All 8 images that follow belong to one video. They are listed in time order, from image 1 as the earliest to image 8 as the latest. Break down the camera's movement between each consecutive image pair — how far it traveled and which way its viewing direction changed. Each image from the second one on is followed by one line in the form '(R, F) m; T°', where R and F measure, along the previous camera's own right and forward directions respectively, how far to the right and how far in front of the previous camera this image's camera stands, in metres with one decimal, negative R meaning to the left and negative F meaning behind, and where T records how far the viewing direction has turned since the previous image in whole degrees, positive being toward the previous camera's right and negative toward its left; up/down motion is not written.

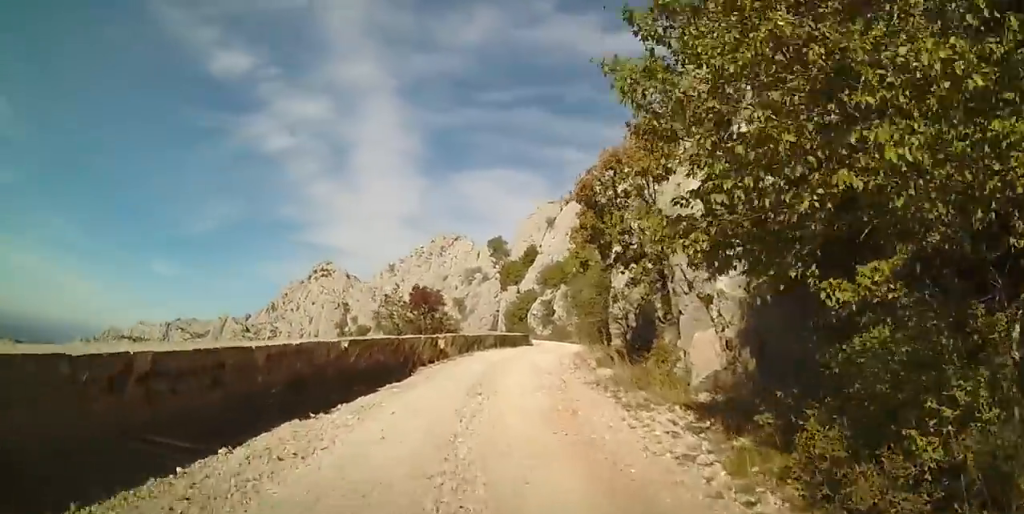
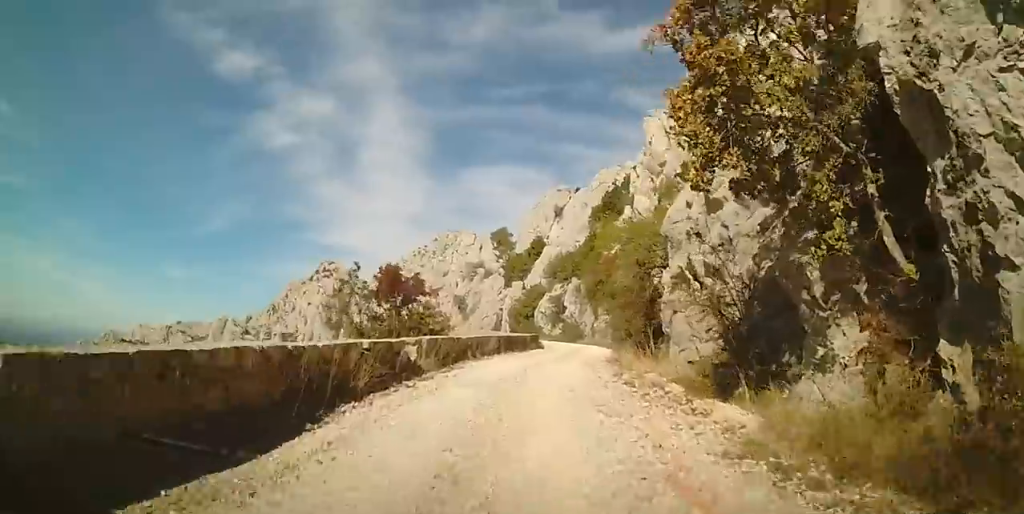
(0.0, +8.2) m; 0°
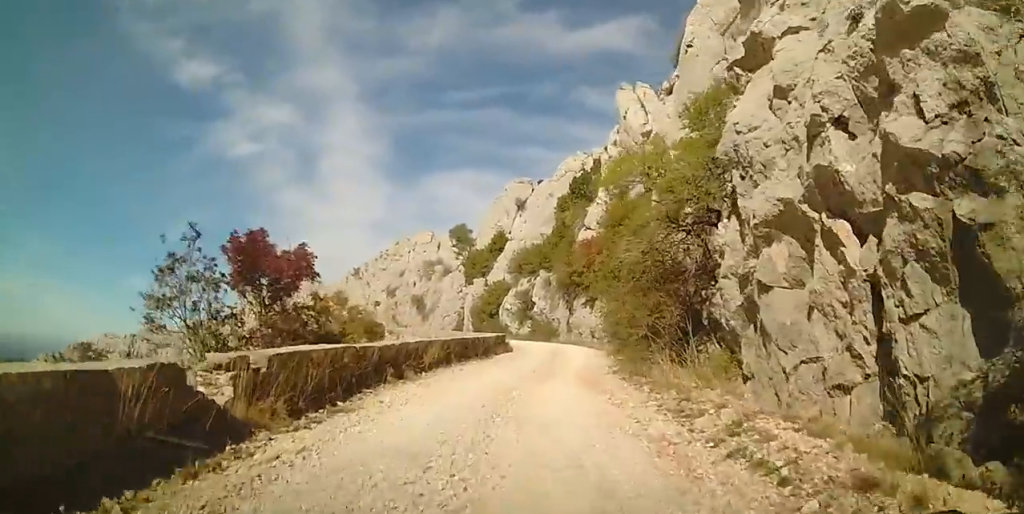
(0.0, +7.9) m; +2°
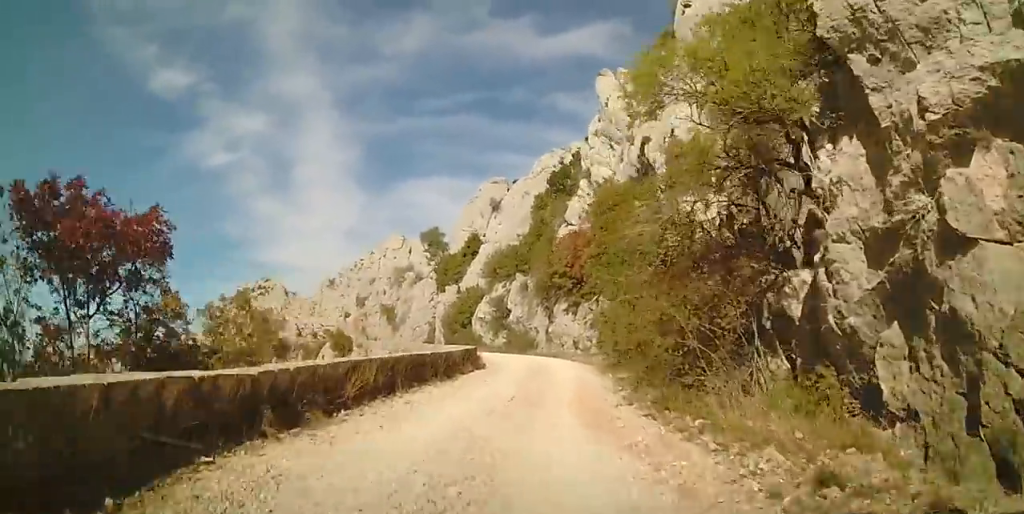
(+0.2, +4.5) m; +2°
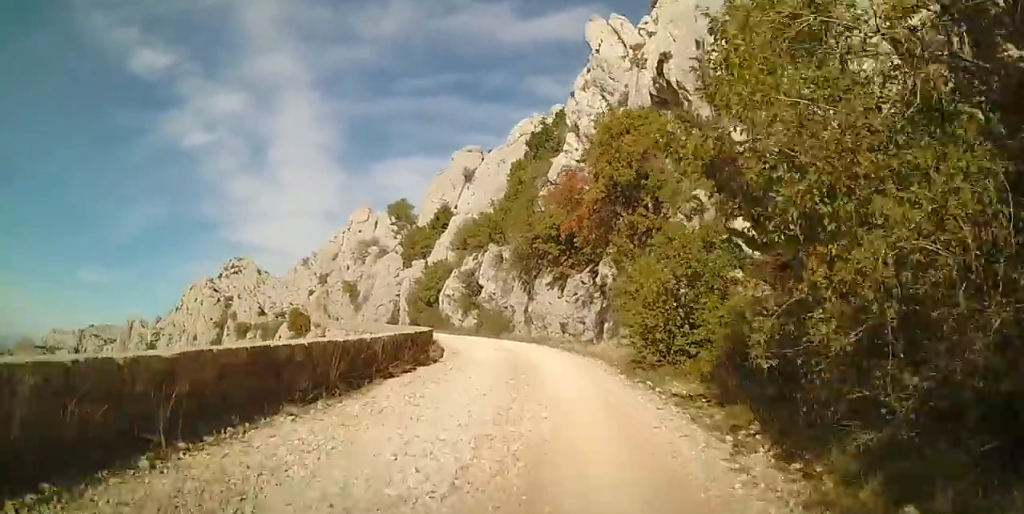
(+0.1, +7.7) m; 0°
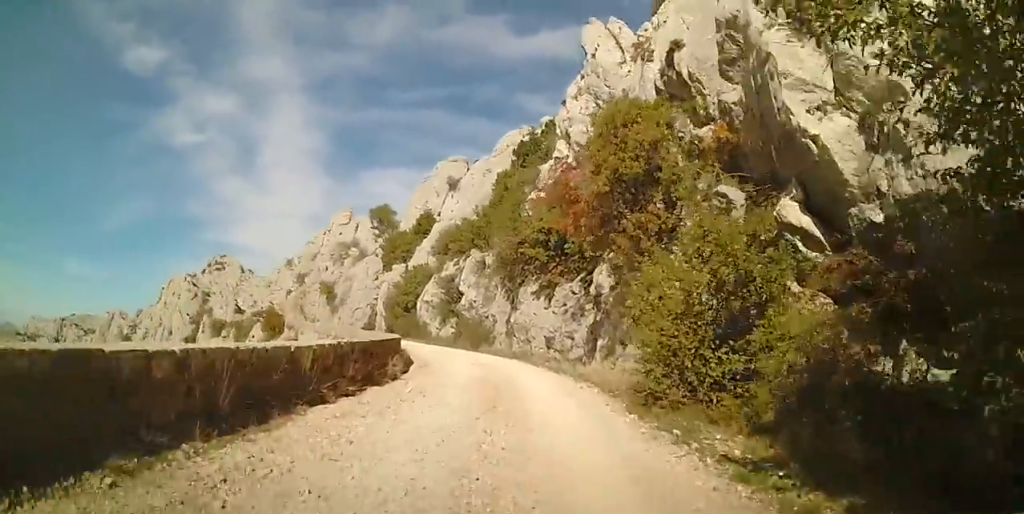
(-0.1, +2.8) m; -2°
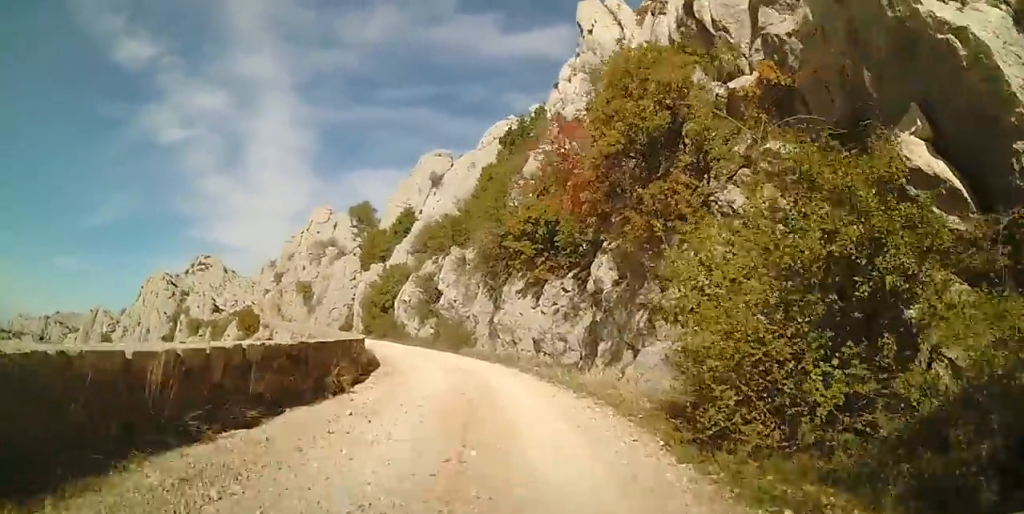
(0.0, +3.2) m; -2°
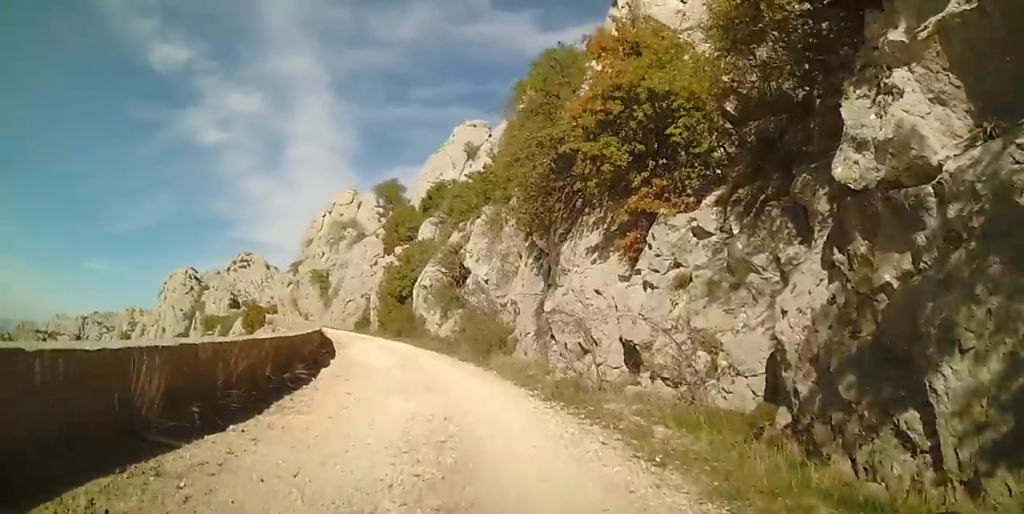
(-0.6, +11.4) m; -3°
